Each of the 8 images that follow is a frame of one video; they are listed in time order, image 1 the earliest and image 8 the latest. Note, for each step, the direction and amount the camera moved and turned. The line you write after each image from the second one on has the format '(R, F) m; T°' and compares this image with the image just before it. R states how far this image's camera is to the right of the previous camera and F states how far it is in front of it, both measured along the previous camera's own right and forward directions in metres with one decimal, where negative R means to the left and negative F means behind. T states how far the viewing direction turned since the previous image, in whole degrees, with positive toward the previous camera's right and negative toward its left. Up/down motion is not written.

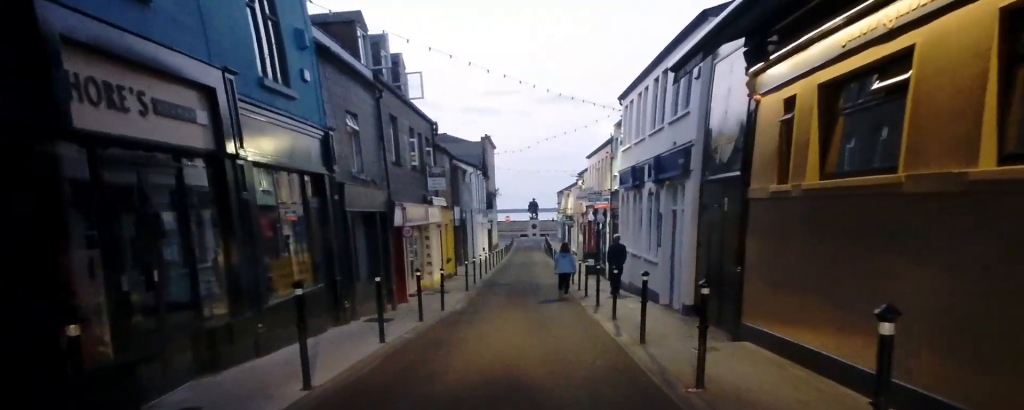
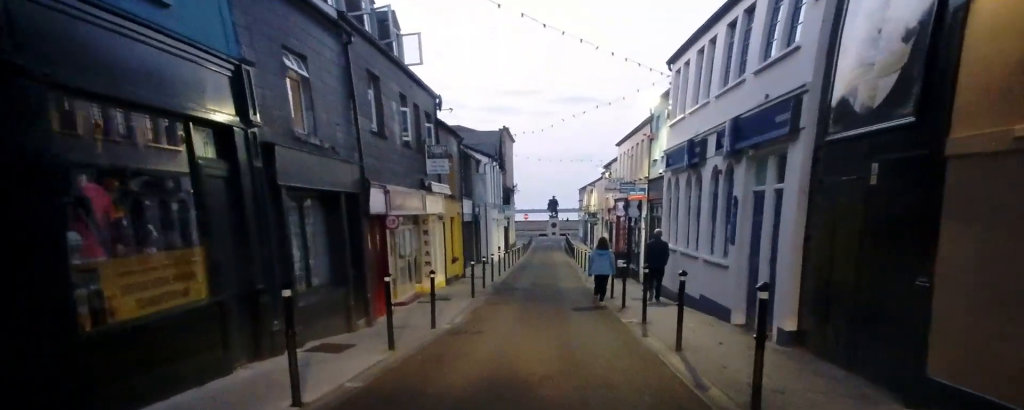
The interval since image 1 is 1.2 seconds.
(+0.1, +5.2) m; 0°
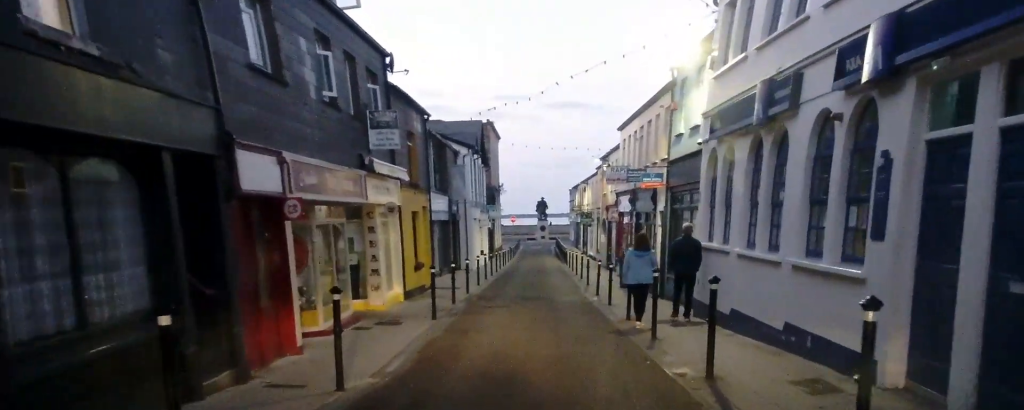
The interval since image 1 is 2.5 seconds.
(0.0, +6.3) m; -1°
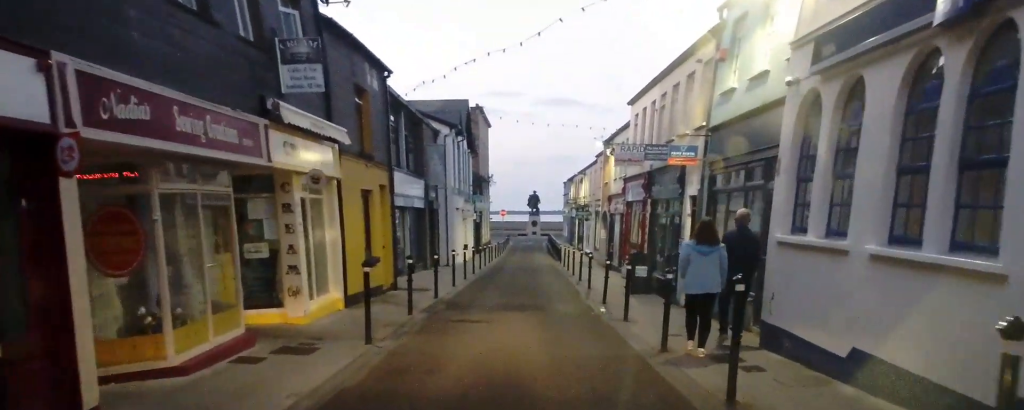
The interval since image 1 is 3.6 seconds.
(-0.1, +5.4) m; -1°
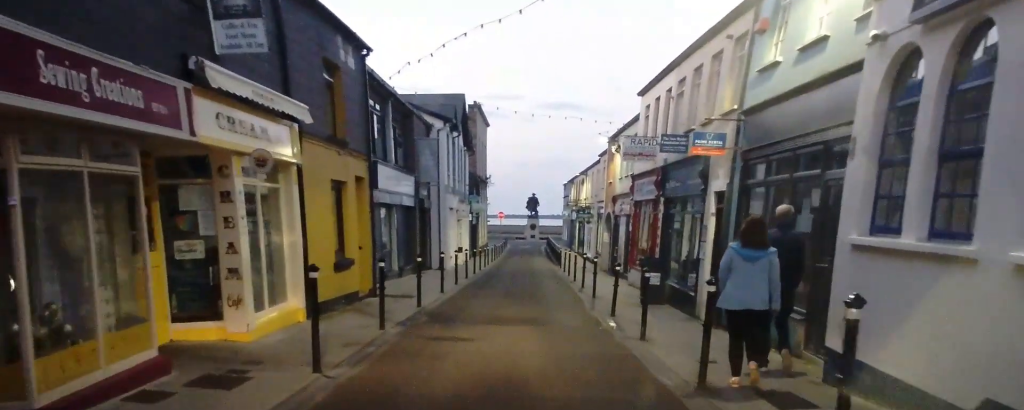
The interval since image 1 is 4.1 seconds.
(-0.1, +2.4) m; 0°
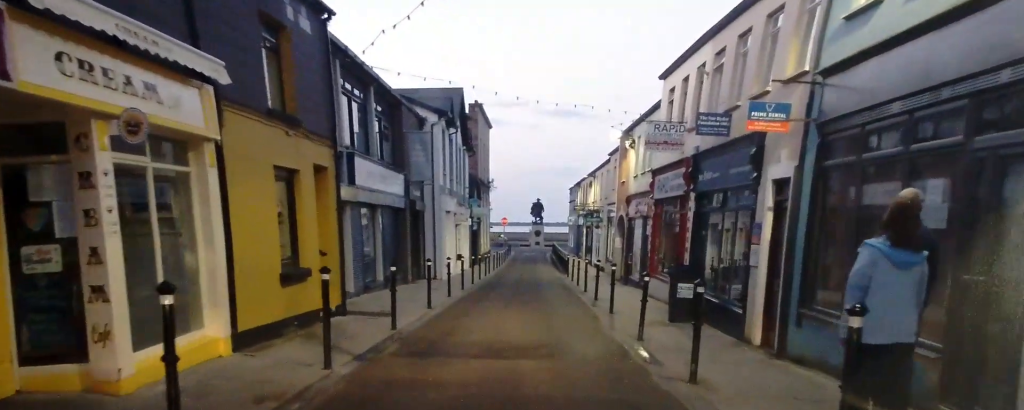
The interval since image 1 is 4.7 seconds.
(+0.1, +3.2) m; +3°
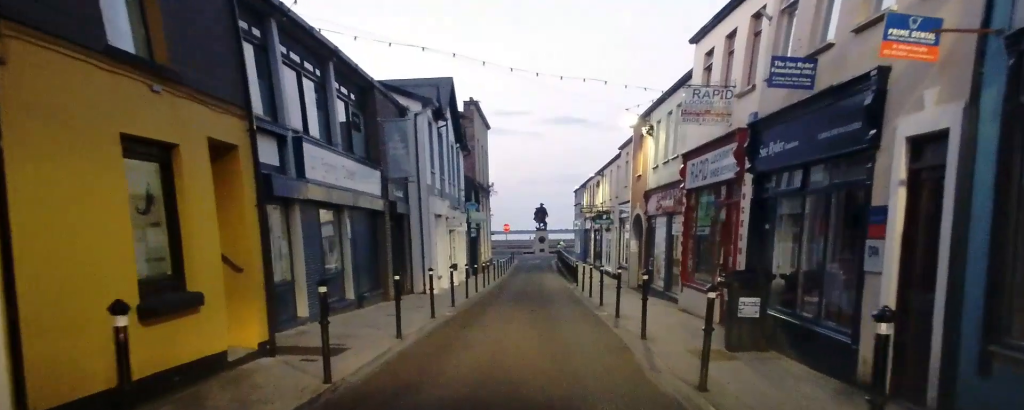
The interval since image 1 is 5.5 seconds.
(+0.1, +4.1) m; -1°
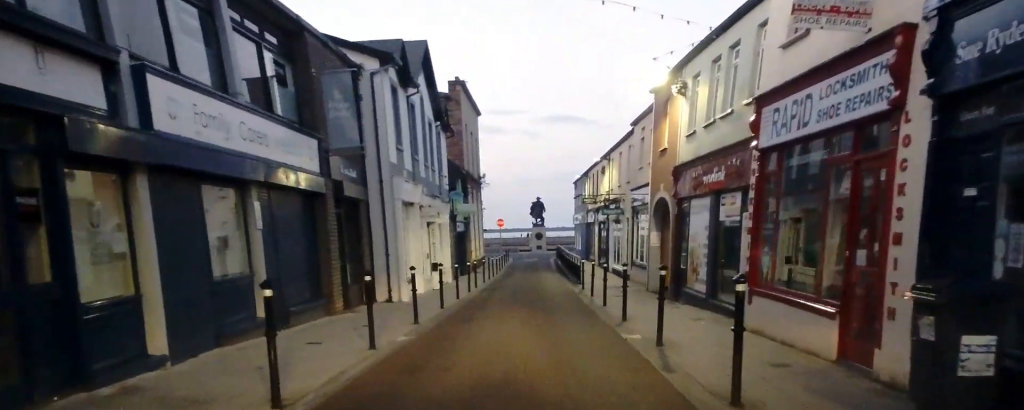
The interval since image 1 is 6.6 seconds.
(-0.3, +5.7) m; -3°
